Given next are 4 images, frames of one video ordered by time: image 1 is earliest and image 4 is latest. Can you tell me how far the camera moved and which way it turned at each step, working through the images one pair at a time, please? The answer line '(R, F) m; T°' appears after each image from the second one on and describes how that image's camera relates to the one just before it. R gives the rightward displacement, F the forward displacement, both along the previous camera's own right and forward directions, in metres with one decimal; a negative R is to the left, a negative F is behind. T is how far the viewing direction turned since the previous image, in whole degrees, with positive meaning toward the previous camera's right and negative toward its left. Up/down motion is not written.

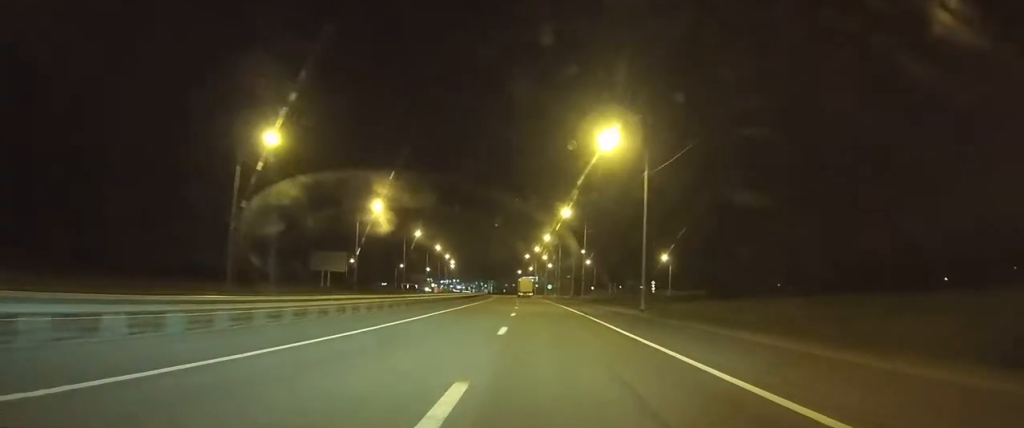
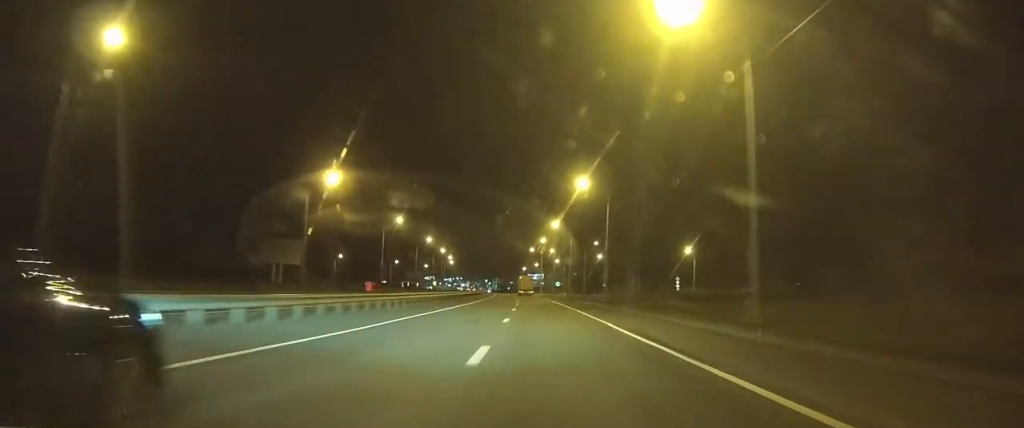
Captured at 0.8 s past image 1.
(-0.1, +19.0) m; -1°
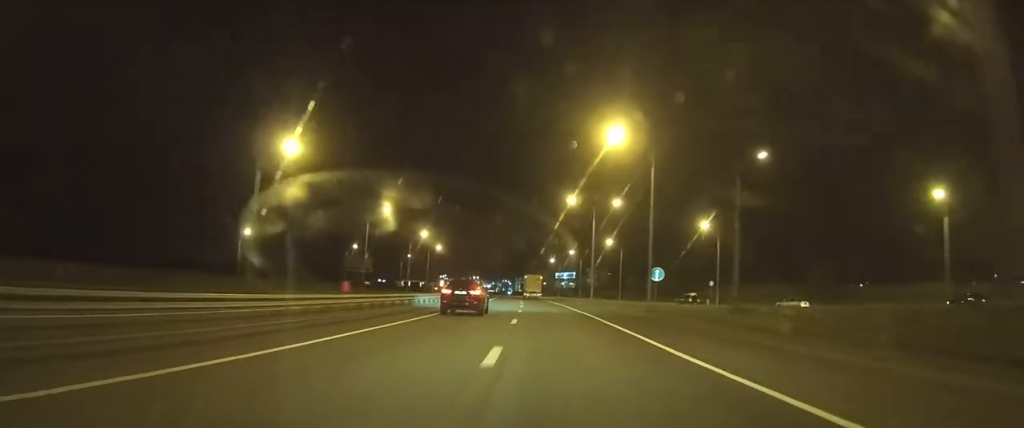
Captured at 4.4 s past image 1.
(-1.9, +81.7) m; -2°
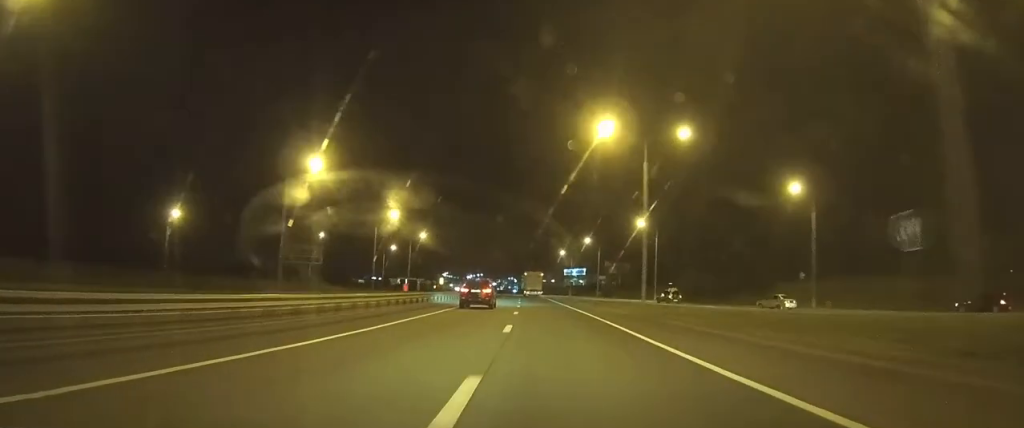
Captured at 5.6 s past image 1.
(-0.3, +25.5) m; -1°
